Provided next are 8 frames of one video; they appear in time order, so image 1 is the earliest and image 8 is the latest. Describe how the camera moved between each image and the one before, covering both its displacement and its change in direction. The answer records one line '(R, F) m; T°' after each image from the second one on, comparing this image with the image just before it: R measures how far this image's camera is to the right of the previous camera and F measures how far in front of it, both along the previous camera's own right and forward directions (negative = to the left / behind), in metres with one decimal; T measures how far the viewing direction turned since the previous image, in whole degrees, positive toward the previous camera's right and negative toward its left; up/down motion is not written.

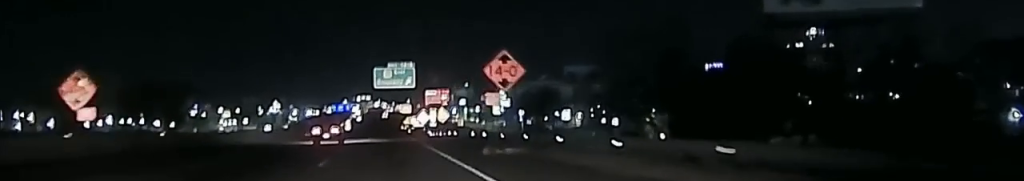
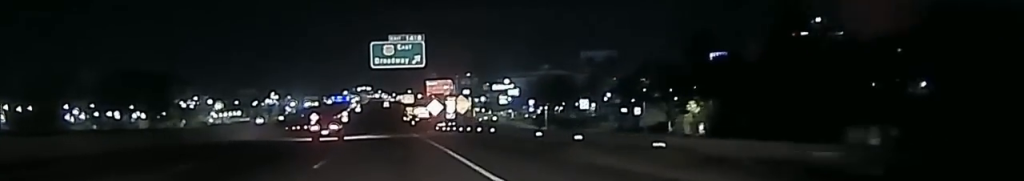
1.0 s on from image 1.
(+0.3, +25.7) m; +1°
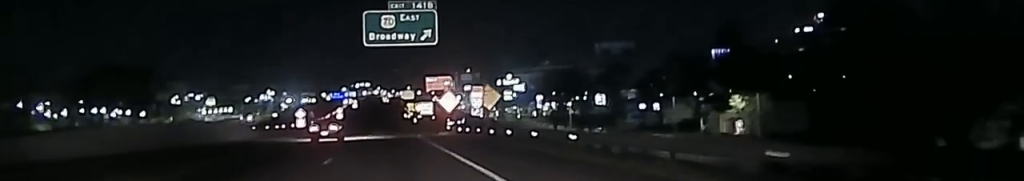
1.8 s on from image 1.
(+0.1, +20.9) m; -1°
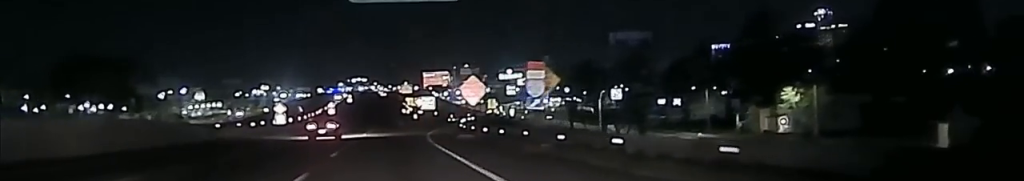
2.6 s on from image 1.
(-0.3, +19.5) m; -1°
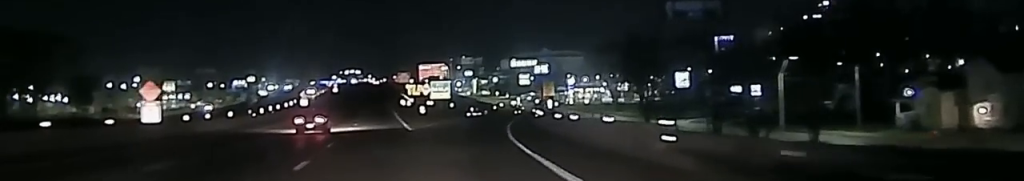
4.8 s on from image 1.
(+0.3, +56.5) m; +1°
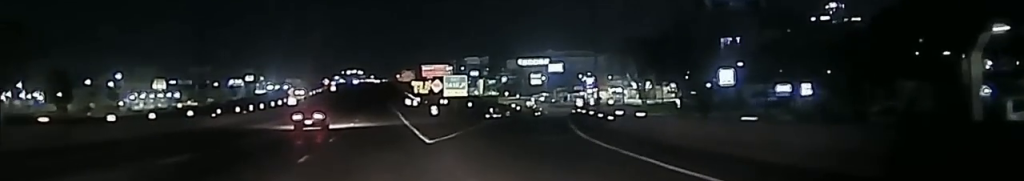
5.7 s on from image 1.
(+0.2, +24.0) m; 0°
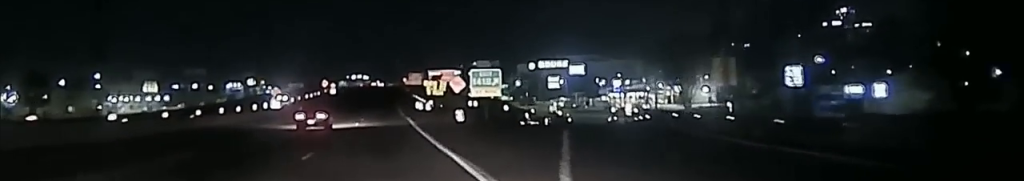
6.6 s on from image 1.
(0.0, +24.4) m; 0°
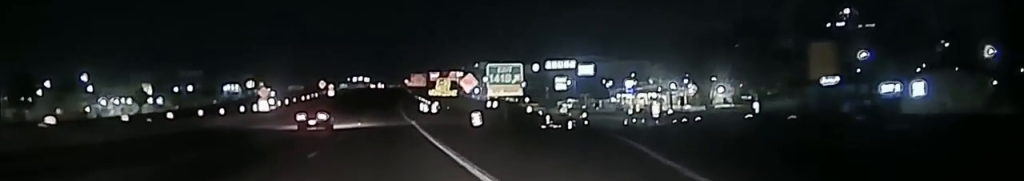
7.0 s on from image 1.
(0.0, +10.7) m; 0°
